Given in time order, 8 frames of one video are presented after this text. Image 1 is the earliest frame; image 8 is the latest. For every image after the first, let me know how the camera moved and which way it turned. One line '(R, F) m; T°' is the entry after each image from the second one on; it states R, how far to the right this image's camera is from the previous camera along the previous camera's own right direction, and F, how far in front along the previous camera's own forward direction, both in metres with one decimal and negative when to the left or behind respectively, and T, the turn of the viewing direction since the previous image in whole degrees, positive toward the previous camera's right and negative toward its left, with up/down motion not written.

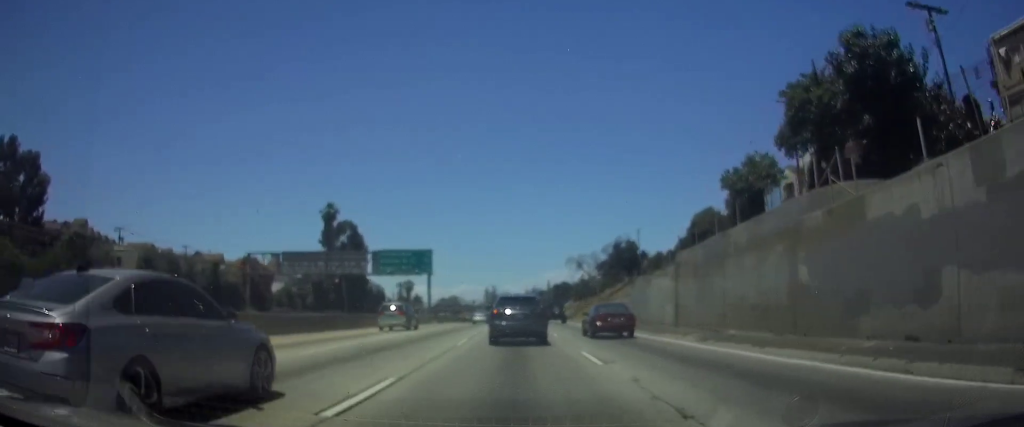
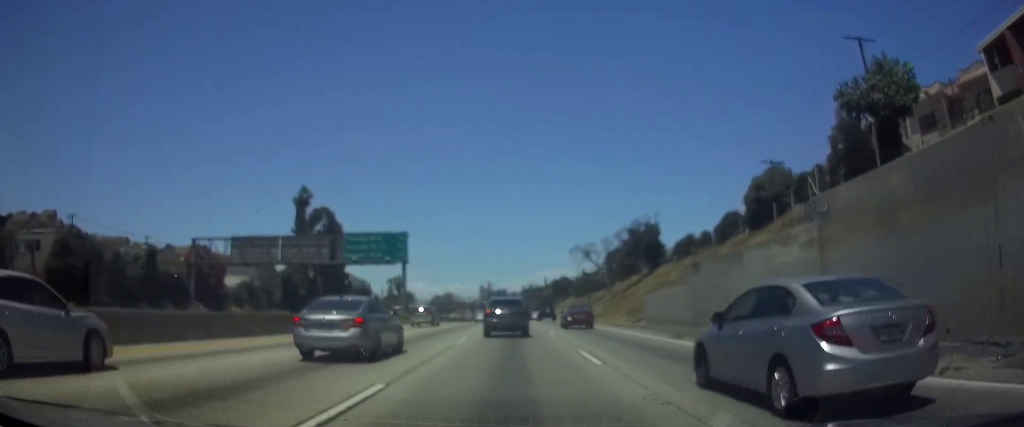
(0.0, +15.4) m; 0°
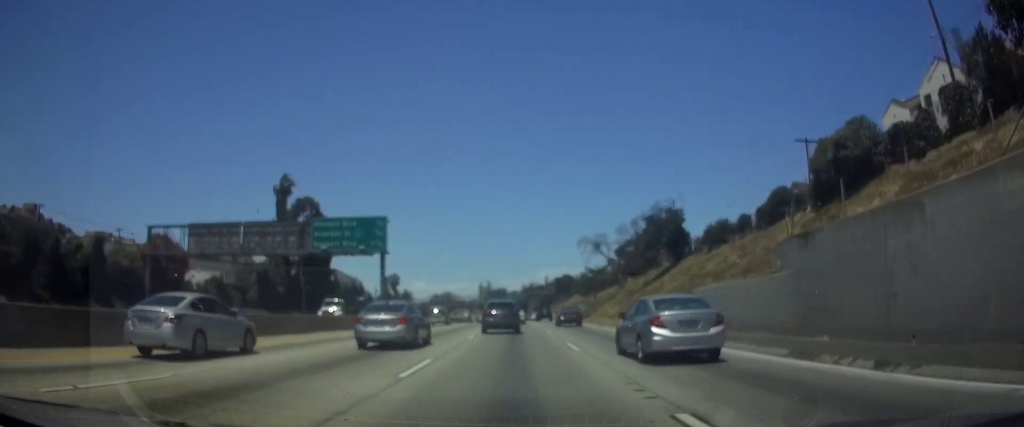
(0.0, +10.2) m; 0°
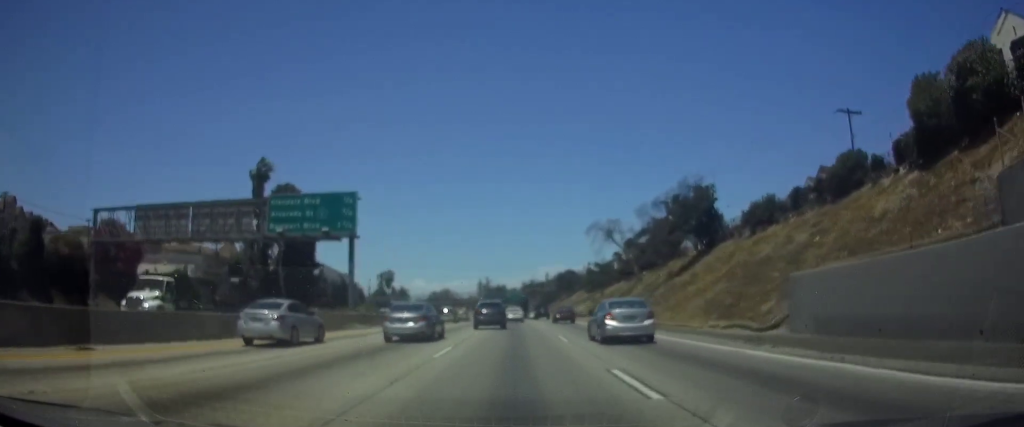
(0.0, +9.9) m; 0°
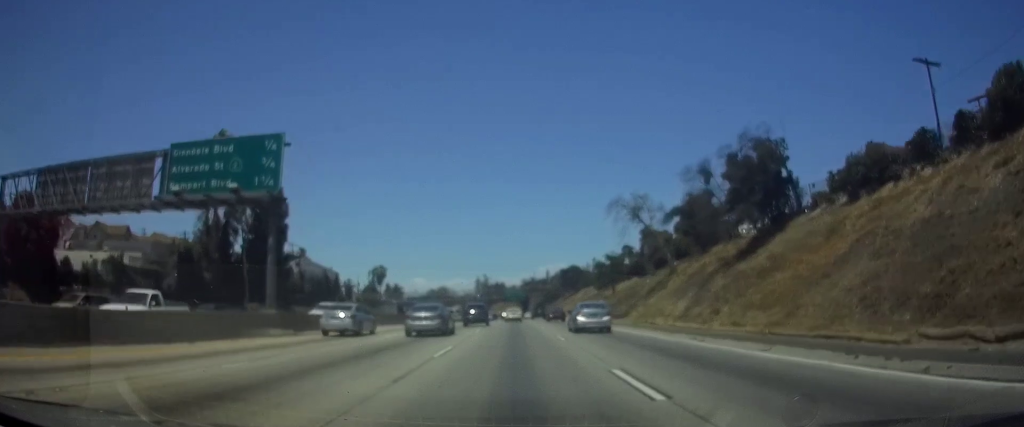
(-0.1, +14.0) m; 0°
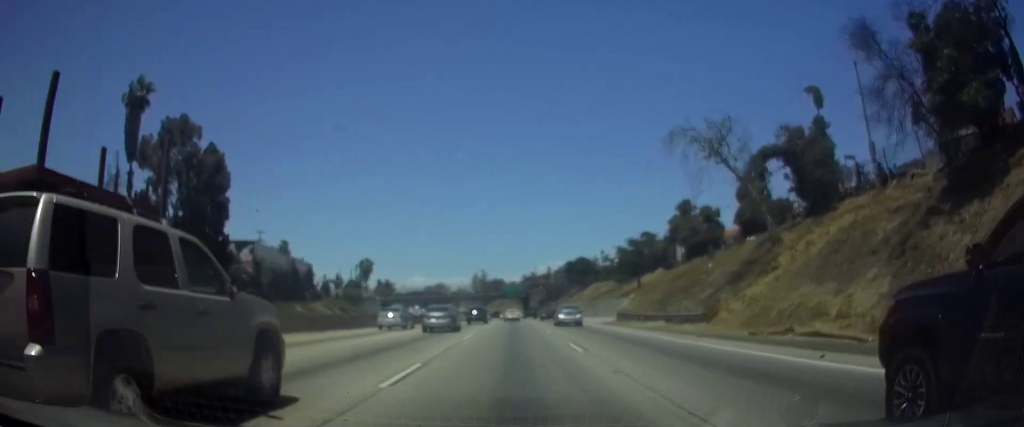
(+0.1, +20.6) m; 0°
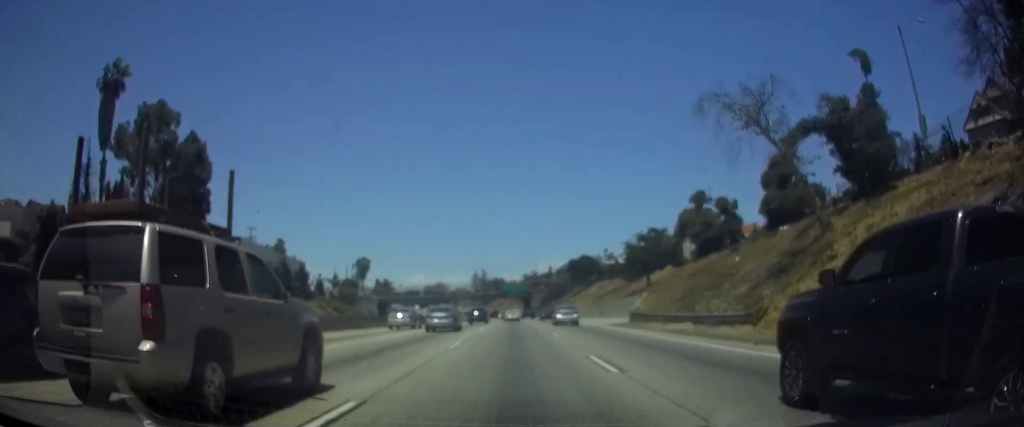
(0.0, +5.4) m; 0°
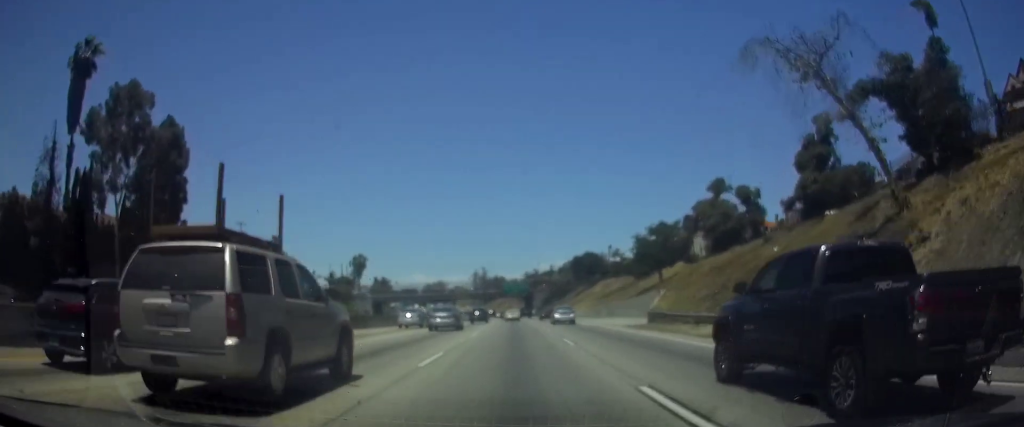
(0.0, +5.9) m; 0°
